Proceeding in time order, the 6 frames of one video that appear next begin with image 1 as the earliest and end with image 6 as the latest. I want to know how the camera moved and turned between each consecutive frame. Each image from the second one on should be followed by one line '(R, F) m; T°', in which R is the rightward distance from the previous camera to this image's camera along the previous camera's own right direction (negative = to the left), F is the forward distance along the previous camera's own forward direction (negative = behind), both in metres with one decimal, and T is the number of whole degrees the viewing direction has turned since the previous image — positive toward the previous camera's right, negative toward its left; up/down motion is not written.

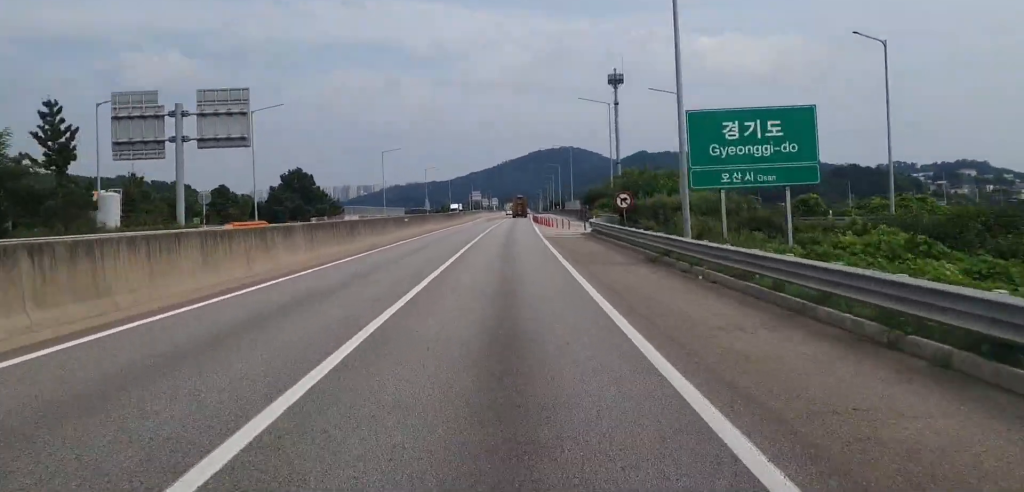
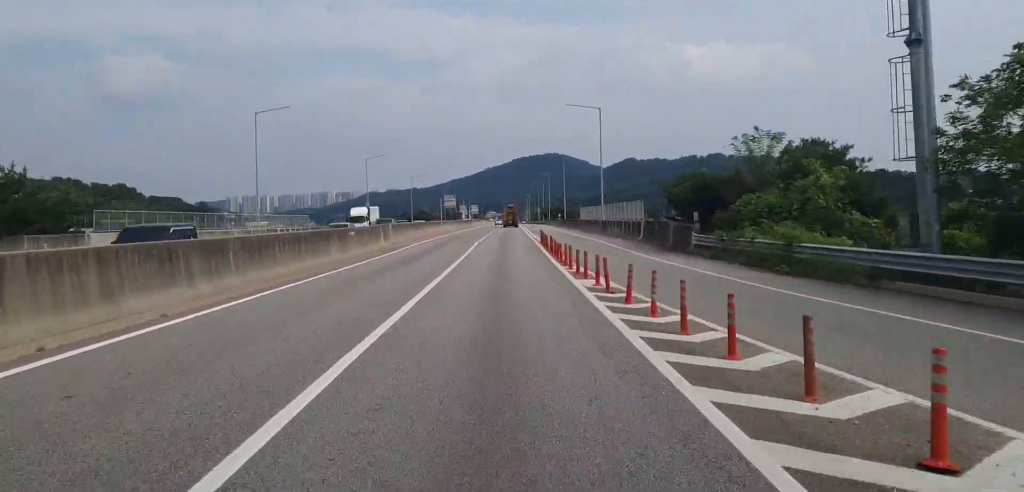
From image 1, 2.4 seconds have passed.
(+0.1, +61.9) m; +1°
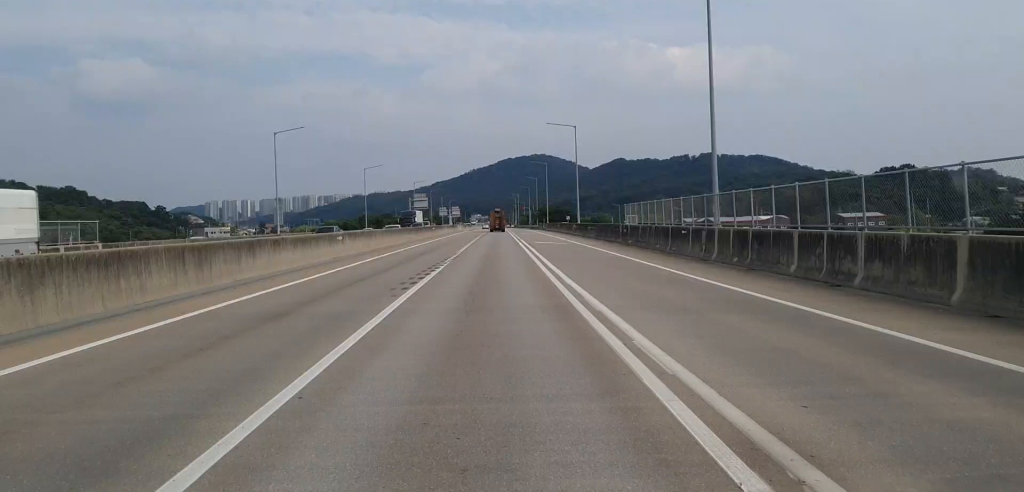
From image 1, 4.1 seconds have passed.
(+0.2, +41.1) m; 0°
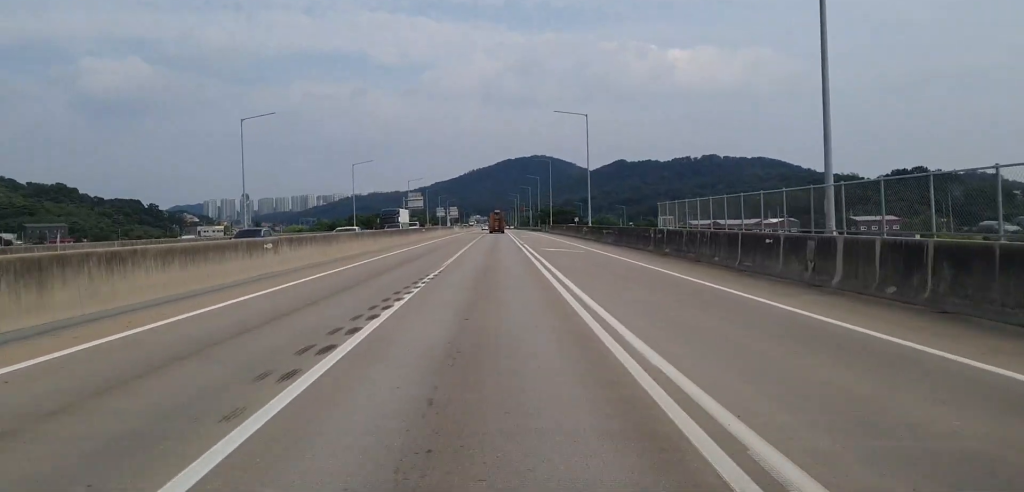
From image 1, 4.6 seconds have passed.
(0.0, +10.5) m; 0°
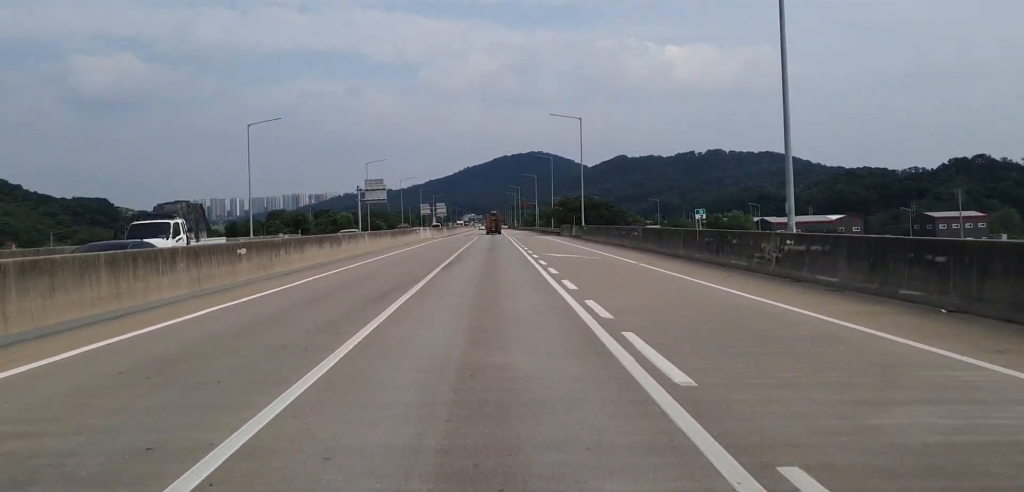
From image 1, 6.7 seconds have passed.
(+0.9, +51.4) m; +1°
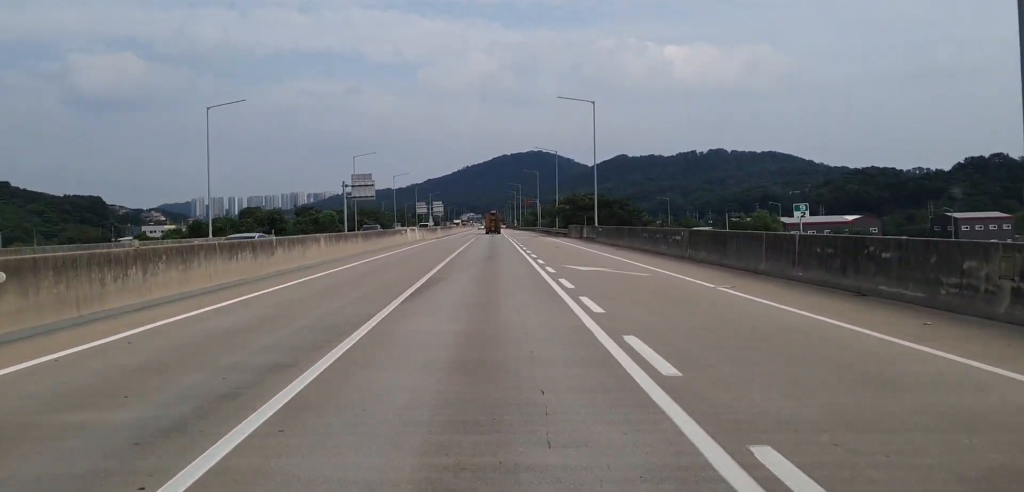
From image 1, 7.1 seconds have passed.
(-0.2, +10.8) m; 0°
